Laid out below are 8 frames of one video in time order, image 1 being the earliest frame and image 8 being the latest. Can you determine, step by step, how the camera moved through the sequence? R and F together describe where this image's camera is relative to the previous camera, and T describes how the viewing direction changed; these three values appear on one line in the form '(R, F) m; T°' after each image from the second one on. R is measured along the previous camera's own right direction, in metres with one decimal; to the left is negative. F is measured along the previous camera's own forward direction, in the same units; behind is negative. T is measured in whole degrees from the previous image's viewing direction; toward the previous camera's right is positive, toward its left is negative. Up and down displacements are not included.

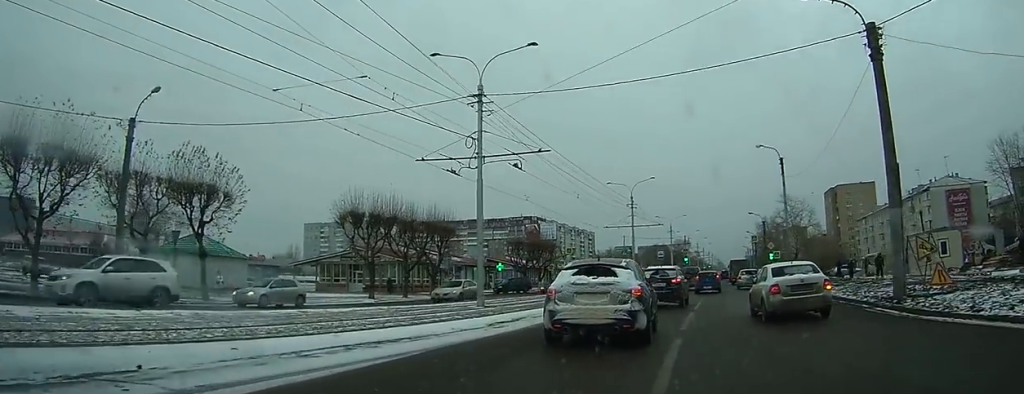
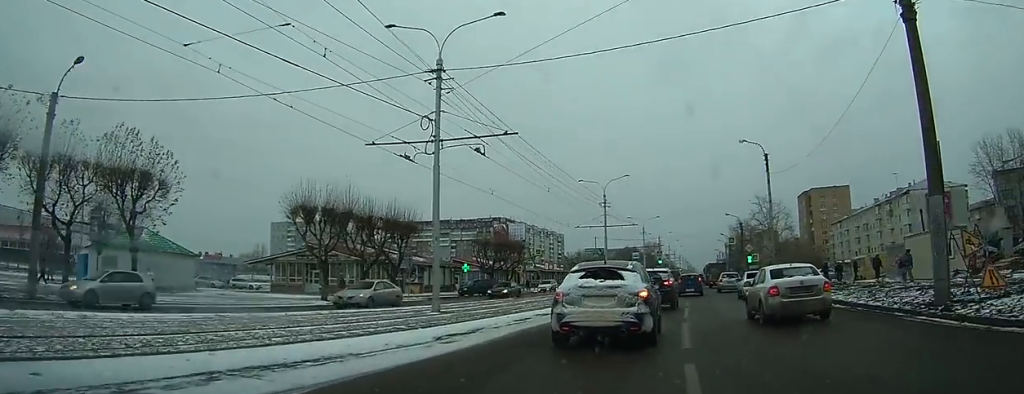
(+0.2, +3.4) m; +2°
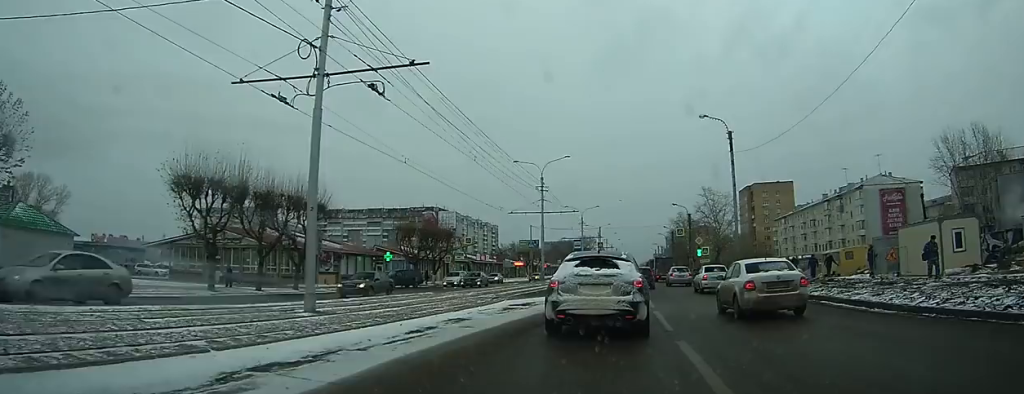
(0.0, +6.4) m; +4°
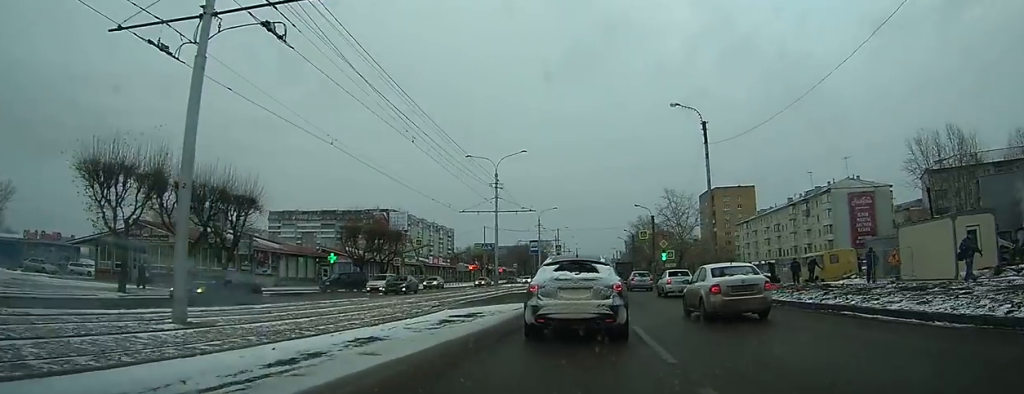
(+0.2, +4.2) m; +3°
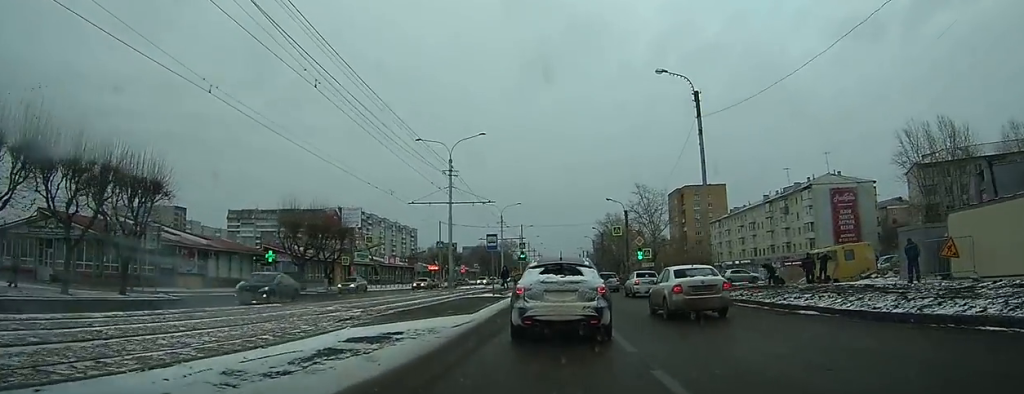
(+0.3, +6.7) m; +4°
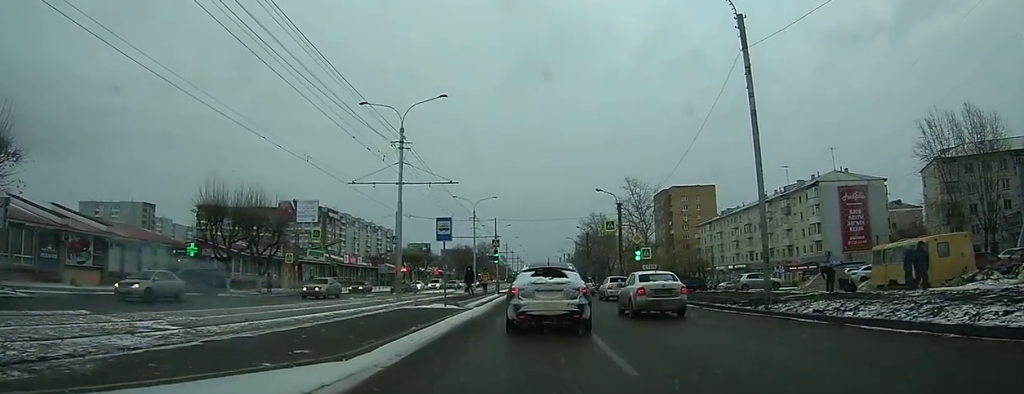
(+0.3, +11.0) m; +3°
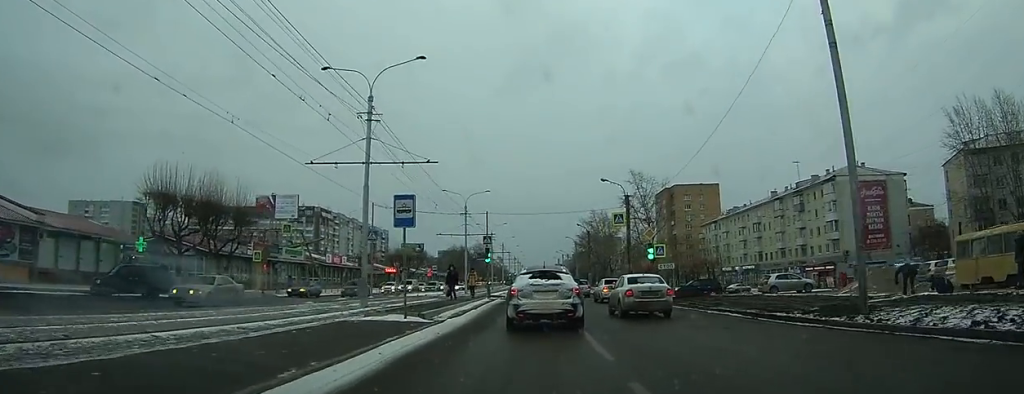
(0.0, +6.8) m; -1°
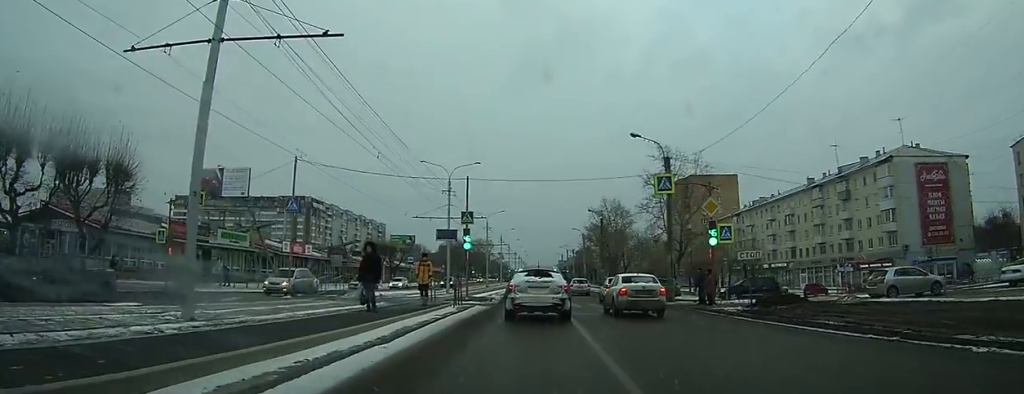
(-0.4, +15.1) m; -2°
